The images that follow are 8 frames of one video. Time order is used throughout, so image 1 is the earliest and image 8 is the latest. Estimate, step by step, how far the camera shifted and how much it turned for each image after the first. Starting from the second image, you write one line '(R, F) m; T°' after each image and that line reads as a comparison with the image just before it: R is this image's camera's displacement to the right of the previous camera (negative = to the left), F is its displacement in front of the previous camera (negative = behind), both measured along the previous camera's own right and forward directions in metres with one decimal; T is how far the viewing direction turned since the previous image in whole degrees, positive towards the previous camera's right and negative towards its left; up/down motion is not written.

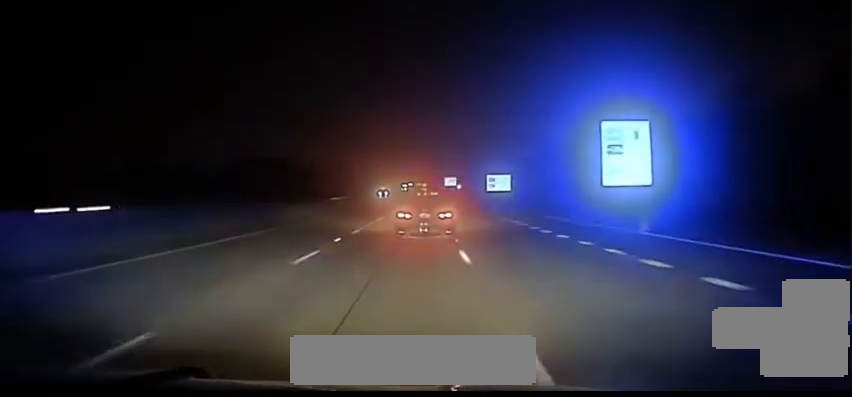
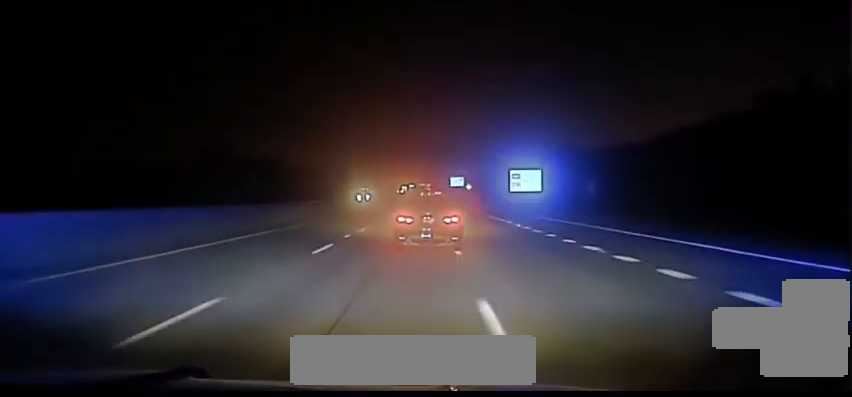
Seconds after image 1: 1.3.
(-0.2, +48.2) m; 0°
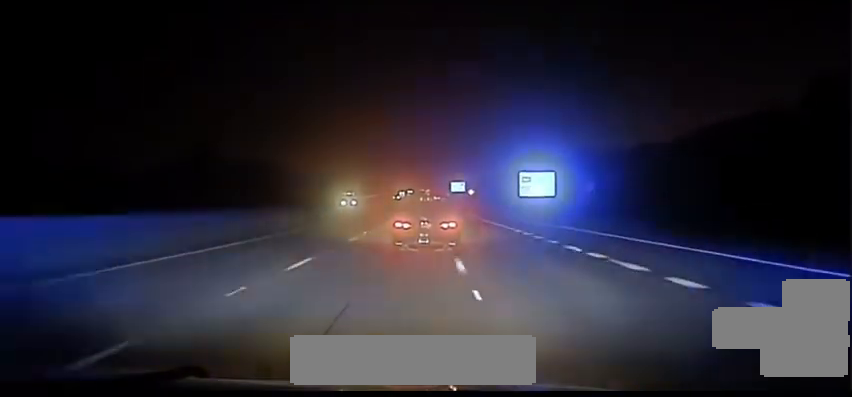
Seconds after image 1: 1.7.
(0.0, +17.8) m; 0°
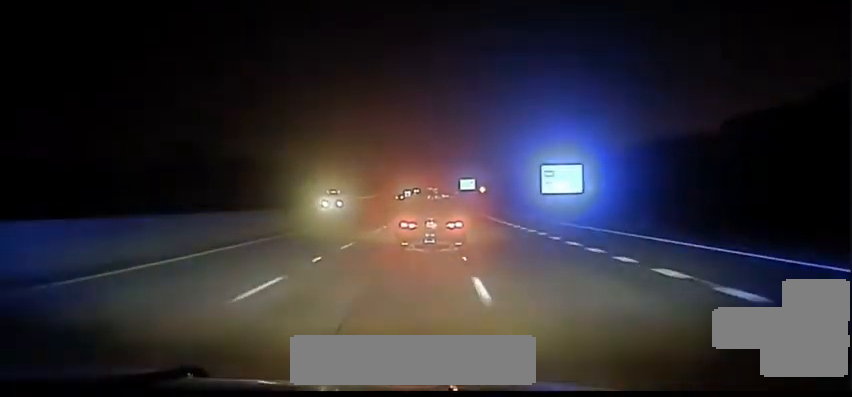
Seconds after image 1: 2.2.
(0.0, +20.3) m; 0°
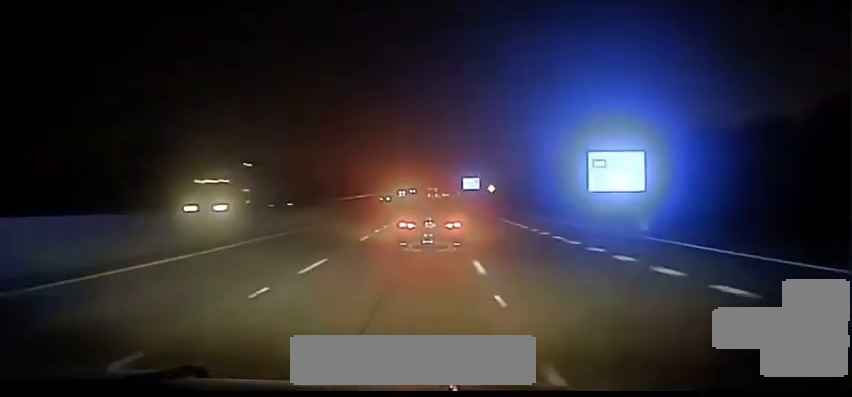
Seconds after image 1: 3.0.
(0.0, +36.7) m; 0°
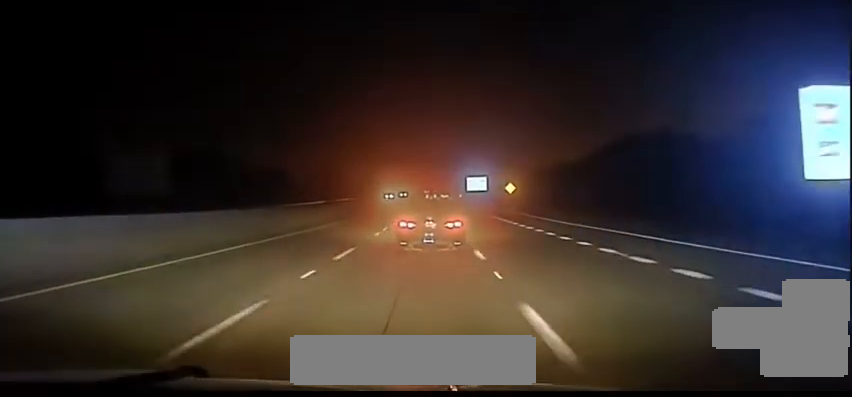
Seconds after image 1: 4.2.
(0.0, +48.1) m; 0°
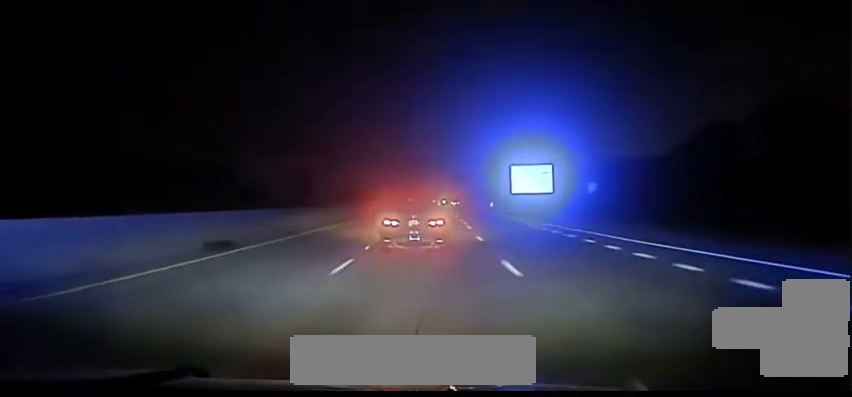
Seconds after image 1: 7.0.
(-1.0, +111.4) m; -1°
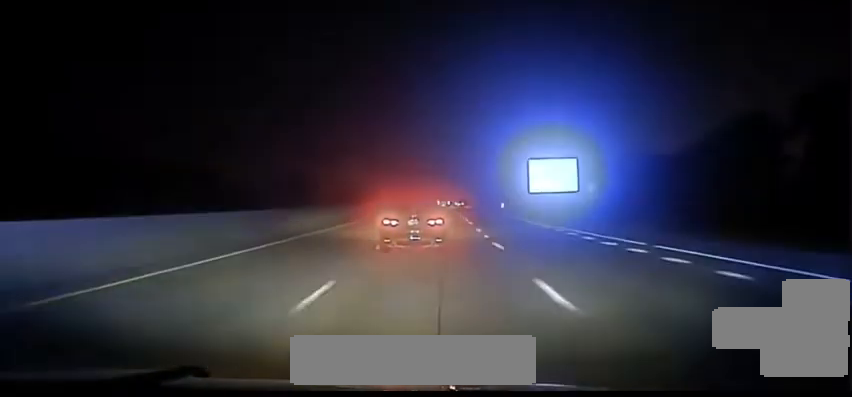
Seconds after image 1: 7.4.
(-0.1, +15.5) m; 0°
